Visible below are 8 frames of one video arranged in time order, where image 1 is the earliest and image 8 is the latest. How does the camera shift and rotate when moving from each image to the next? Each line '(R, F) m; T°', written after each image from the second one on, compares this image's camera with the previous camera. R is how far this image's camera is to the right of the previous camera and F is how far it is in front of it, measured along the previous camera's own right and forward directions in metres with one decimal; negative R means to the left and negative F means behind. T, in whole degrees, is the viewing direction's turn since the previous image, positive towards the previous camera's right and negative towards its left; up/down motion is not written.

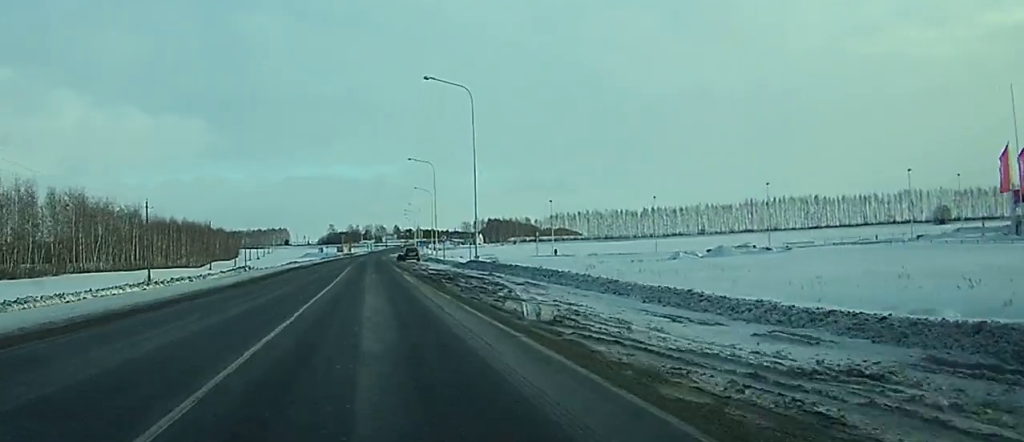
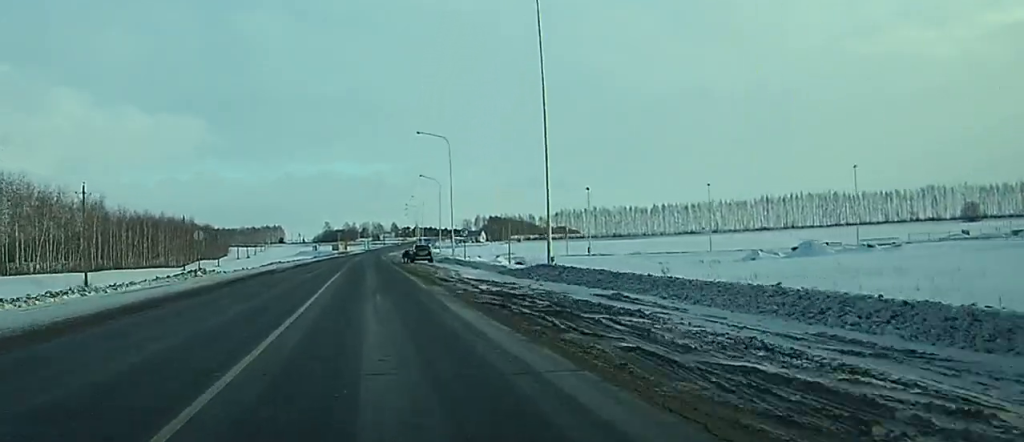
(-0.1, +21.4) m; 0°
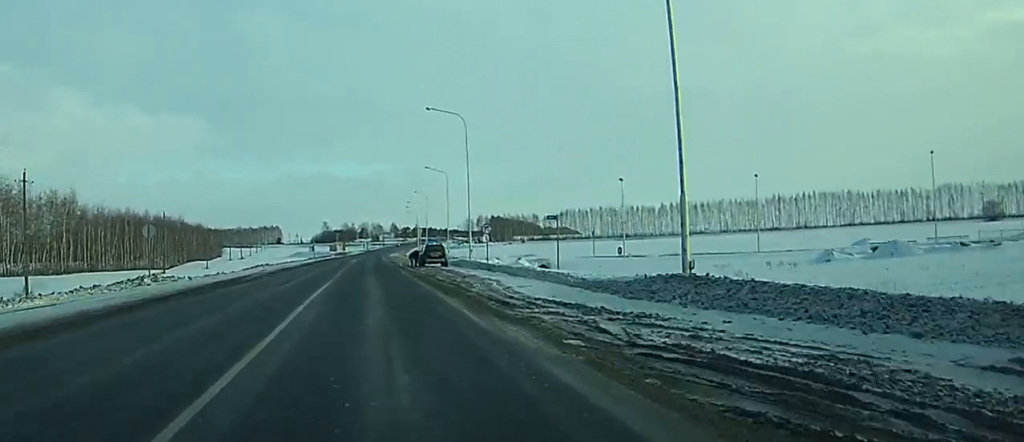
(0.0, +13.6) m; 0°
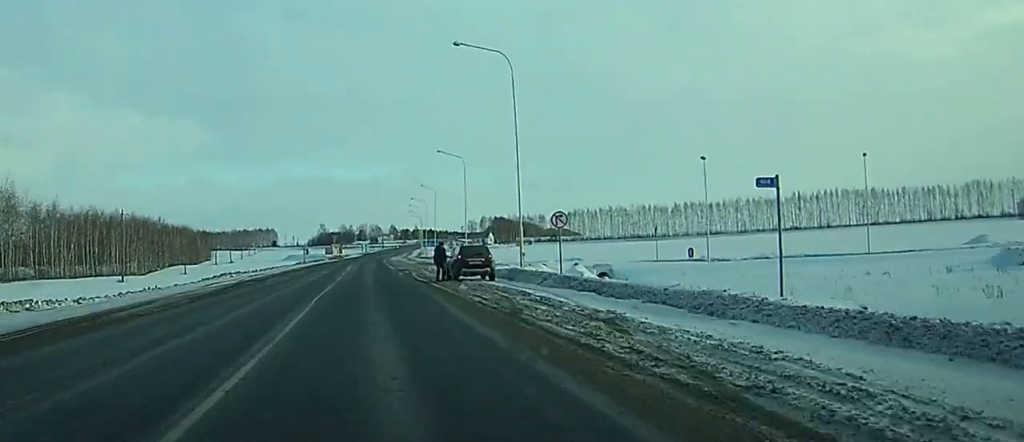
(+0.2, +21.9) m; 0°
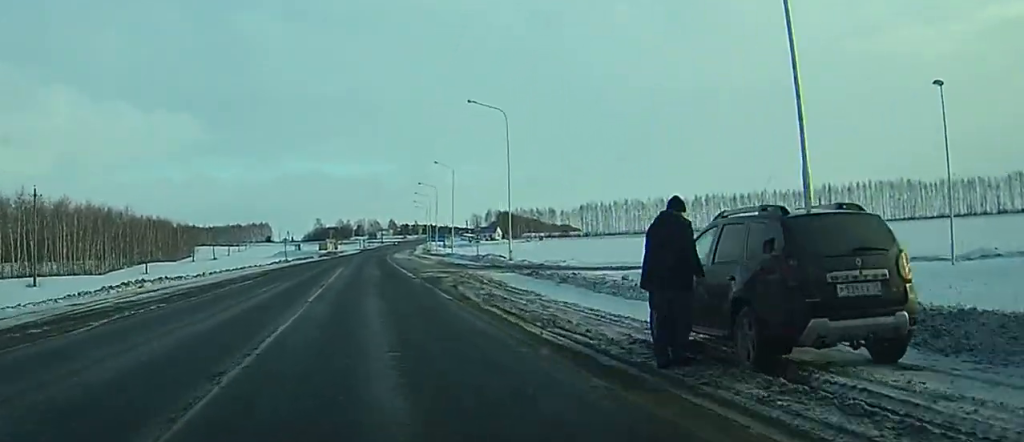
(-0.2, +29.4) m; 0°
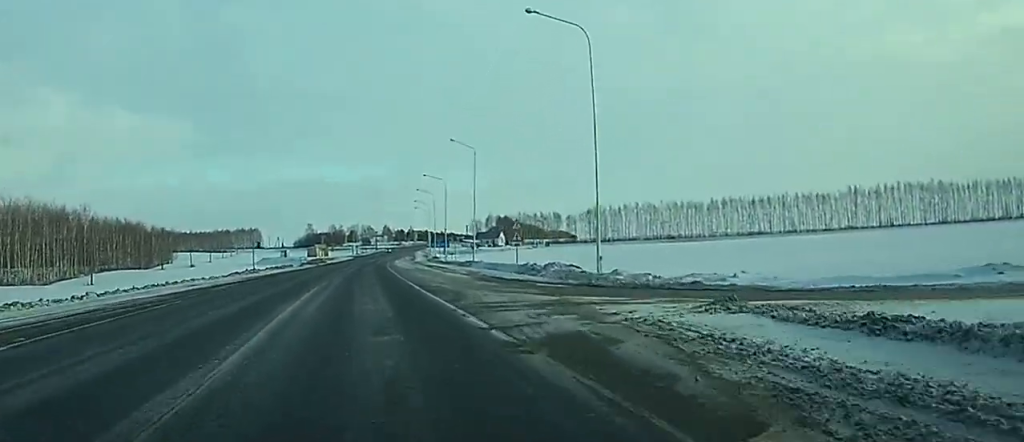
(0.0, +26.0) m; +1°
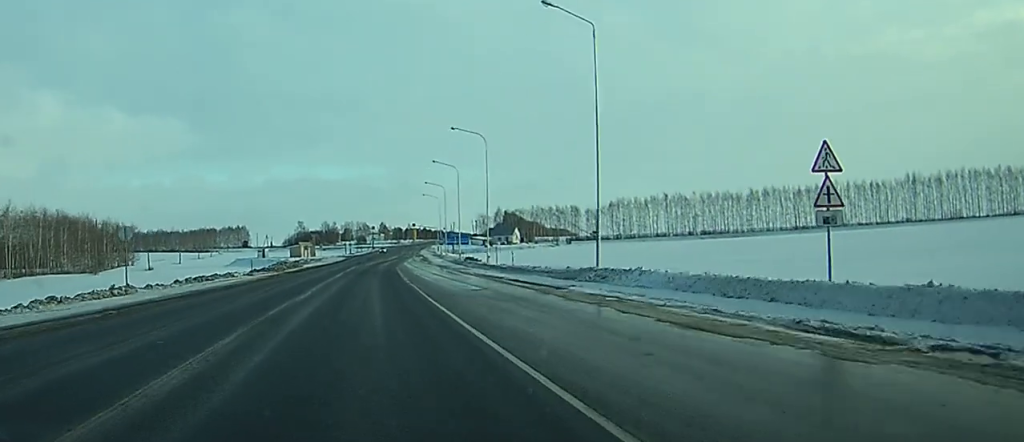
(+0.4, +43.1) m; +1°
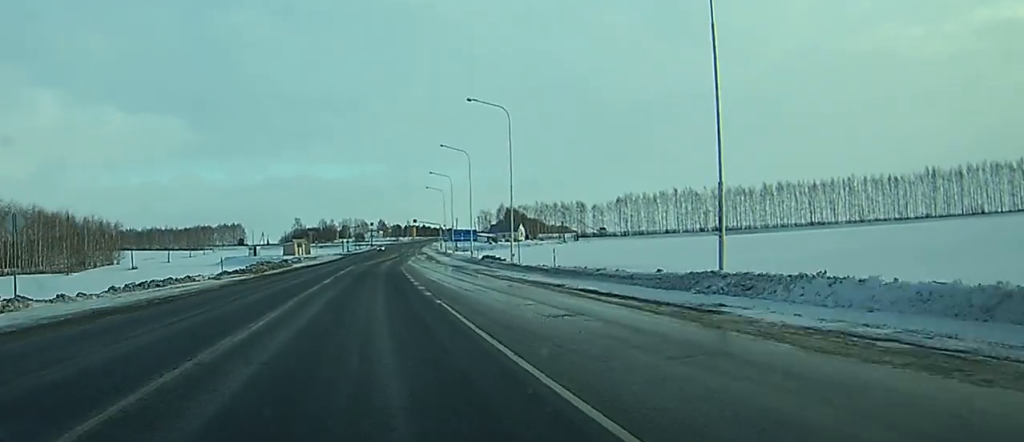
(0.0, +12.8) m; 0°
